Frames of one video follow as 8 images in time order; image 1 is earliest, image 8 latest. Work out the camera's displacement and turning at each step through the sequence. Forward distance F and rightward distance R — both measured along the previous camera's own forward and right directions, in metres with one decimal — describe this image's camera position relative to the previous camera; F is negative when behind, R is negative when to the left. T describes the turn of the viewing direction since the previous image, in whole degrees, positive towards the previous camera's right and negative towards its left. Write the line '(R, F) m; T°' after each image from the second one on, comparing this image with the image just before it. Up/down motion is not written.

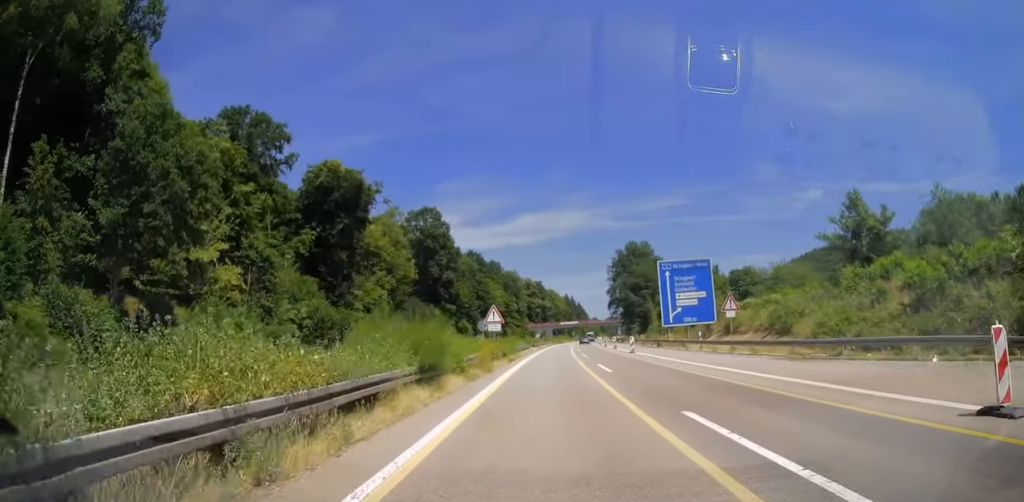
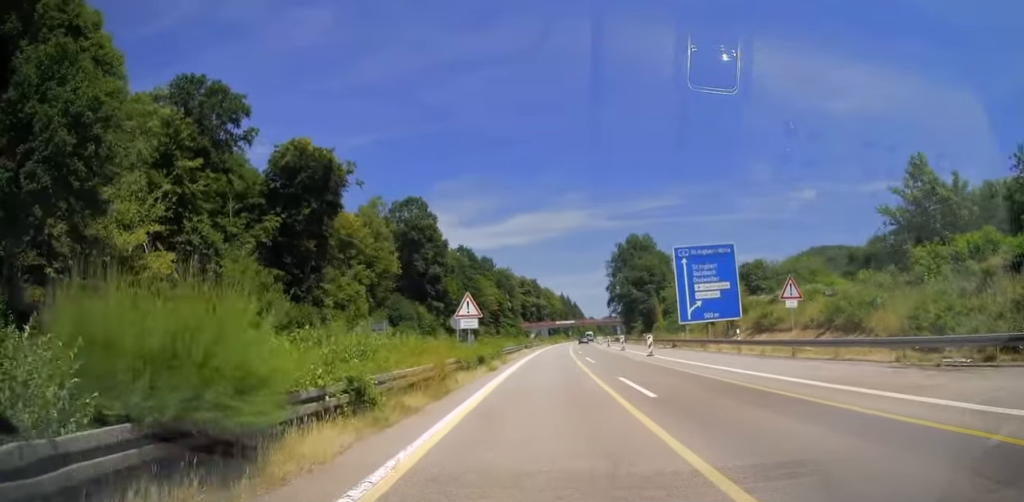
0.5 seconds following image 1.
(+0.2, +9.6) m; +1°
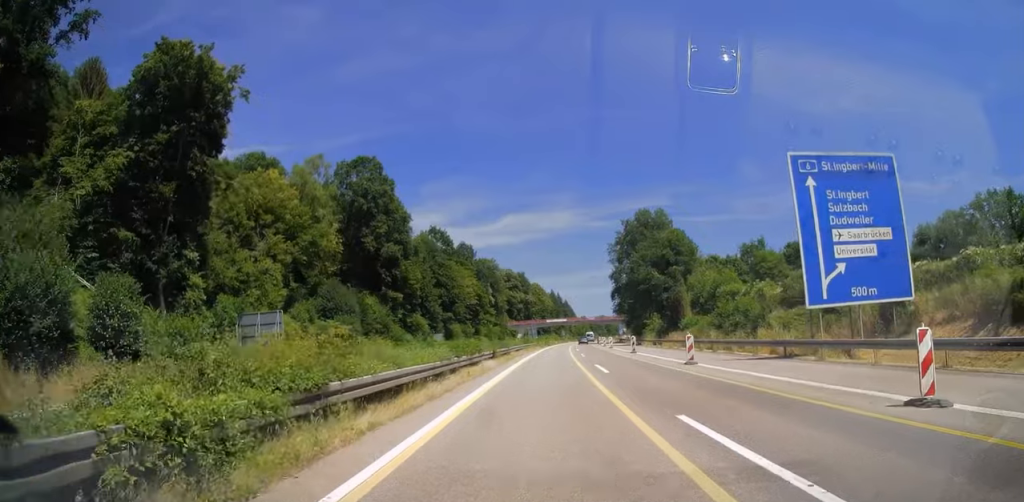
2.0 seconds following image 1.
(+0.2, +27.1) m; 0°
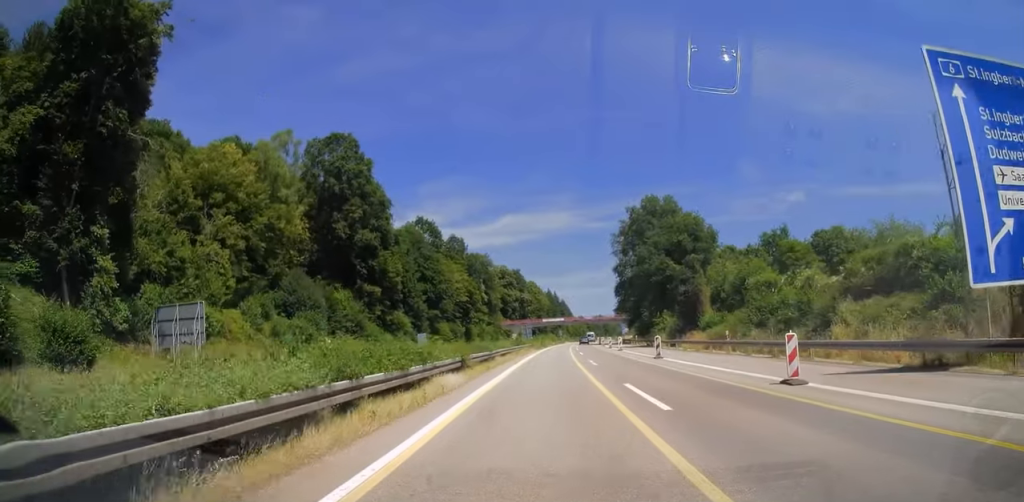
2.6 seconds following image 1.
(-0.1, +10.9) m; 0°
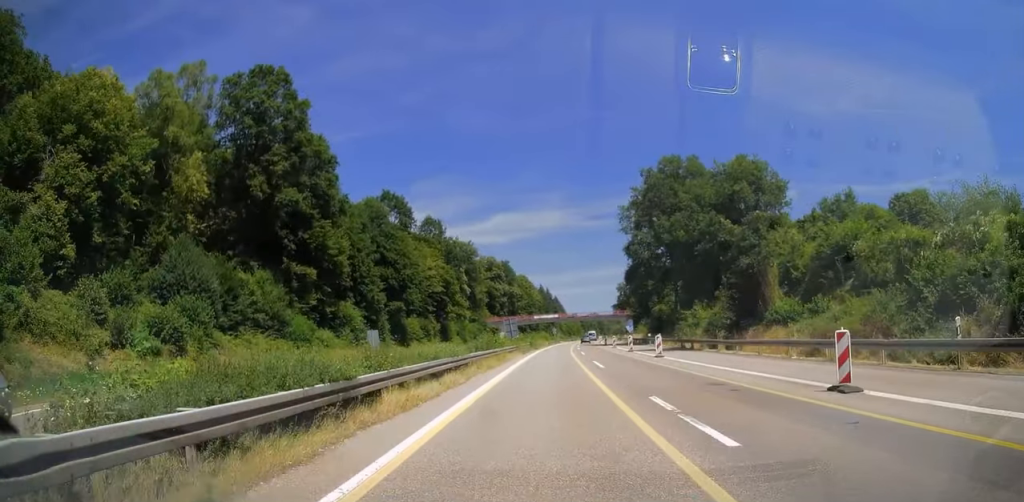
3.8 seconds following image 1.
(+0.3, +21.8) m; +1°
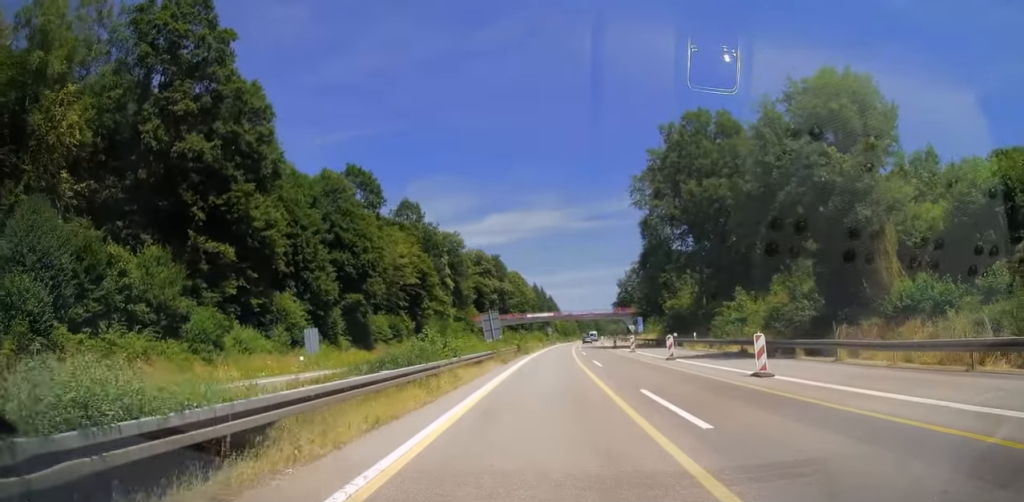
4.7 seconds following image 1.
(0.0, +16.6) m; 0°
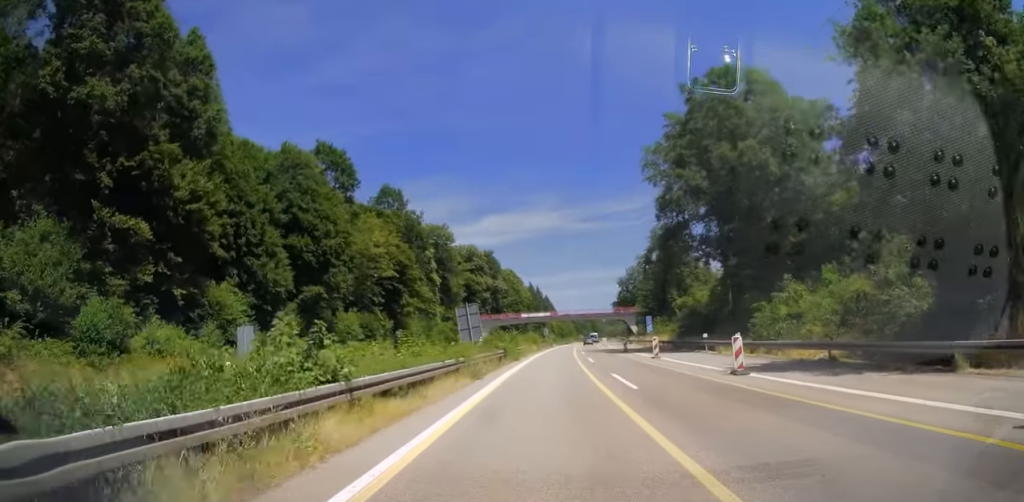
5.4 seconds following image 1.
(0.0, +11.2) m; 0°
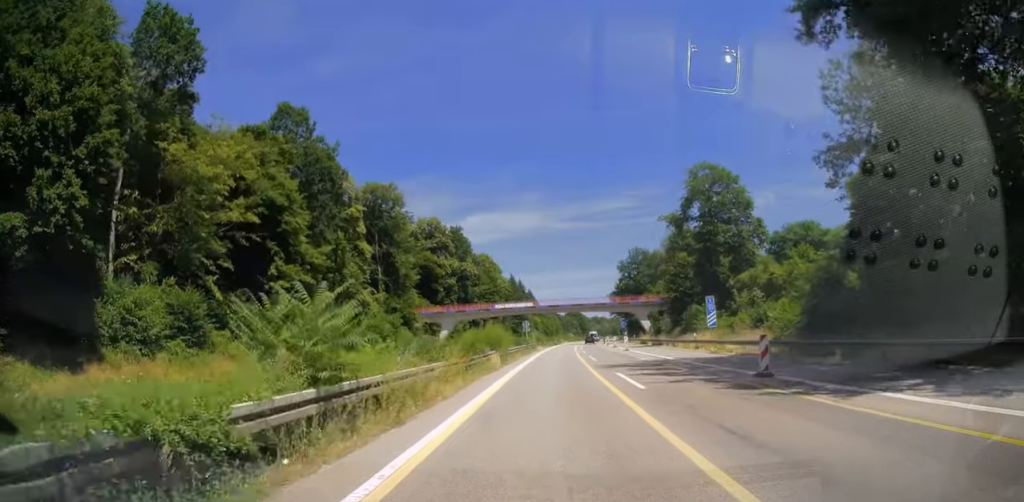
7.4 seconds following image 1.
(+0.5, +36.4) m; +2°
